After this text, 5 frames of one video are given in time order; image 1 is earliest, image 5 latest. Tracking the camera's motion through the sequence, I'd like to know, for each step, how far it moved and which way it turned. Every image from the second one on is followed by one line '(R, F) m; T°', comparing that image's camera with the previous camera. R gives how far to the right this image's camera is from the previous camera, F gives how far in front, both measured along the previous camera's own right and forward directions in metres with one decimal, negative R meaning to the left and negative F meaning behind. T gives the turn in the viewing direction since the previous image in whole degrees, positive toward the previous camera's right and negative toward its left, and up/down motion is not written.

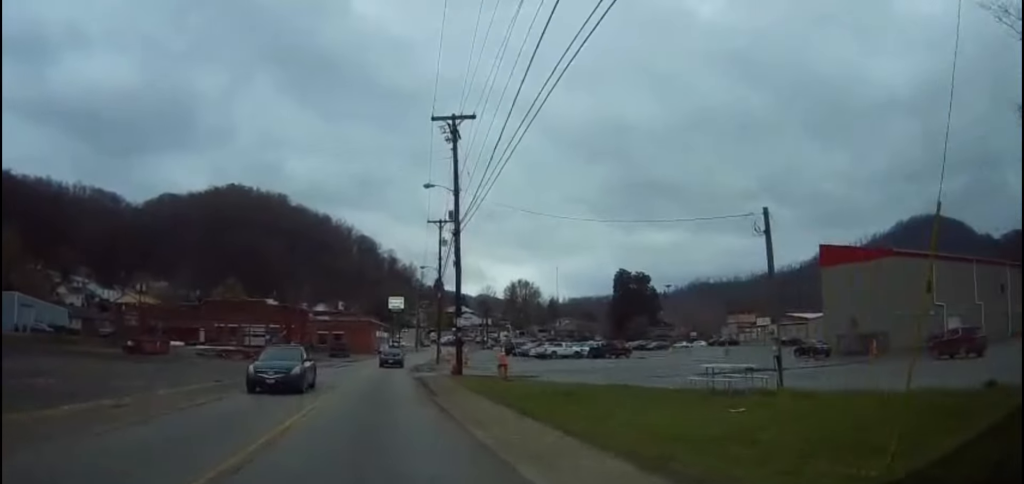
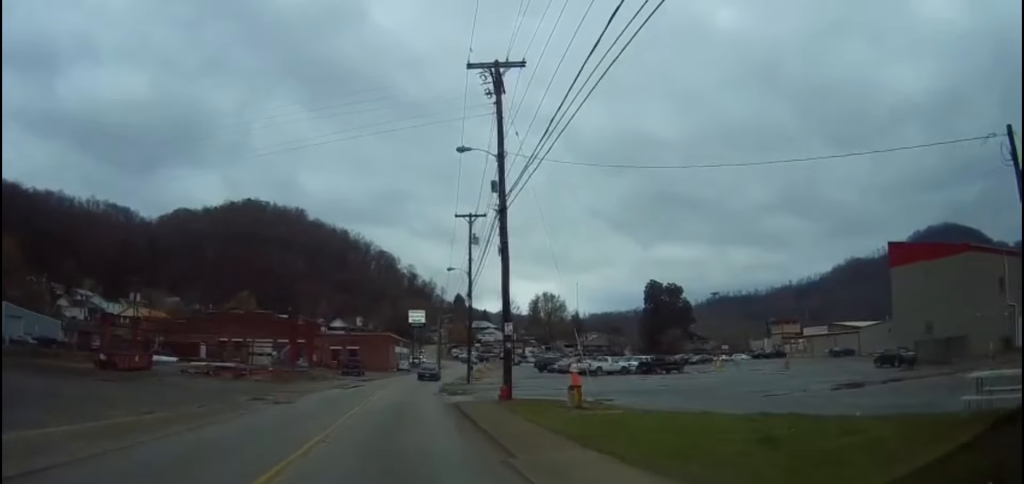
(+0.5, +8.8) m; +2°
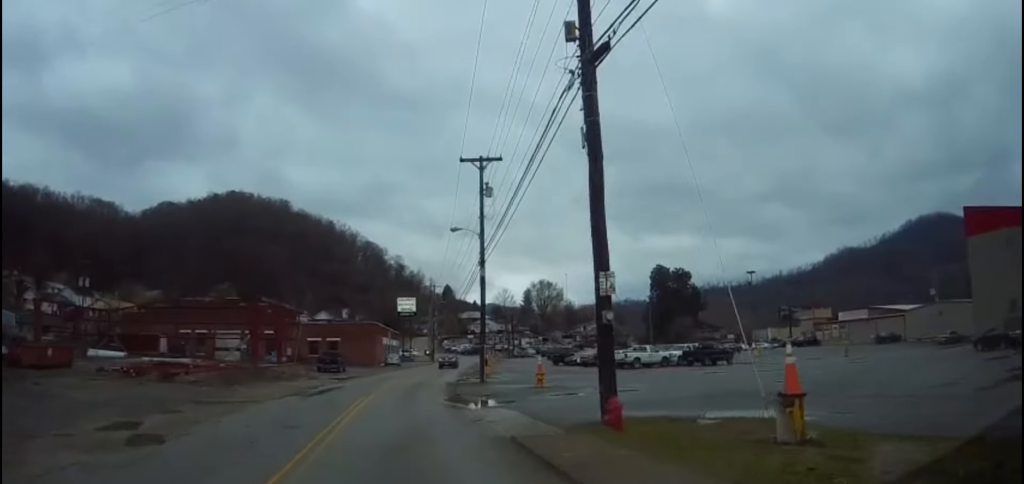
(-0.7, +12.8) m; -2°
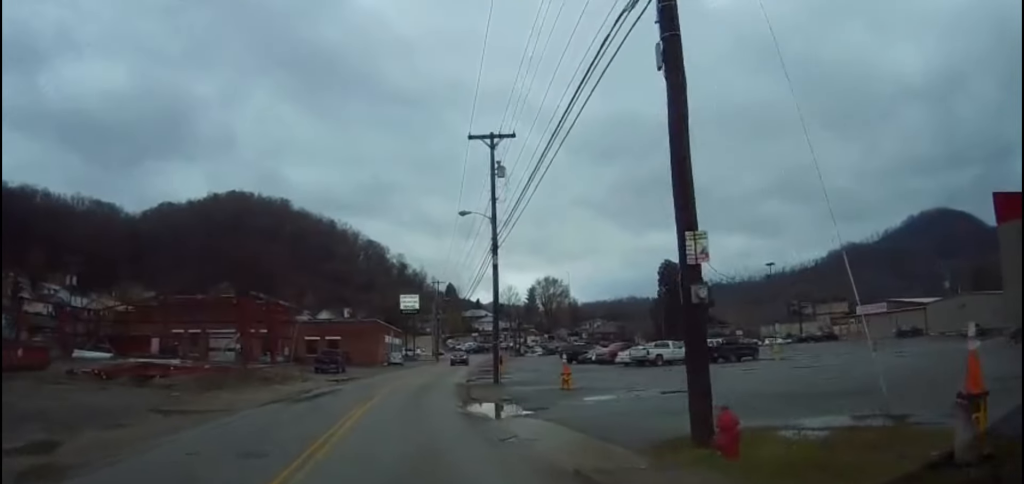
(+0.2, +4.1) m; +2°
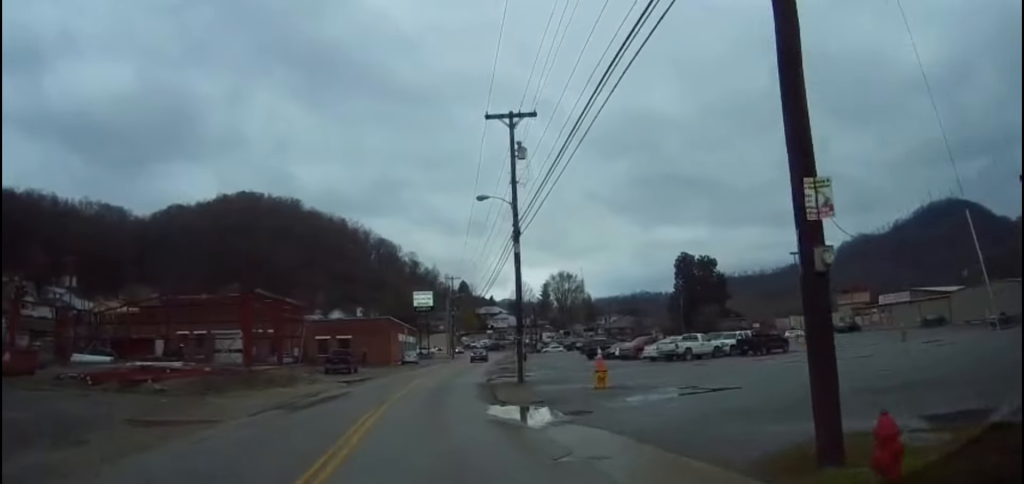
(0.0, +2.7) m; -2°
